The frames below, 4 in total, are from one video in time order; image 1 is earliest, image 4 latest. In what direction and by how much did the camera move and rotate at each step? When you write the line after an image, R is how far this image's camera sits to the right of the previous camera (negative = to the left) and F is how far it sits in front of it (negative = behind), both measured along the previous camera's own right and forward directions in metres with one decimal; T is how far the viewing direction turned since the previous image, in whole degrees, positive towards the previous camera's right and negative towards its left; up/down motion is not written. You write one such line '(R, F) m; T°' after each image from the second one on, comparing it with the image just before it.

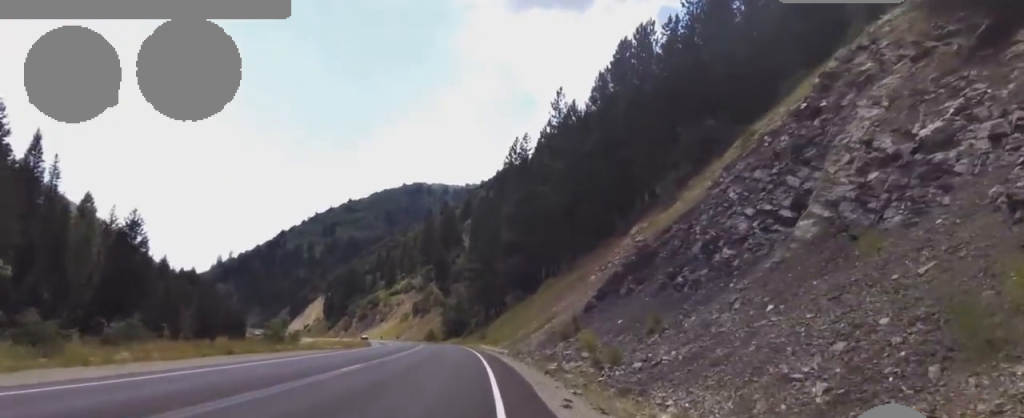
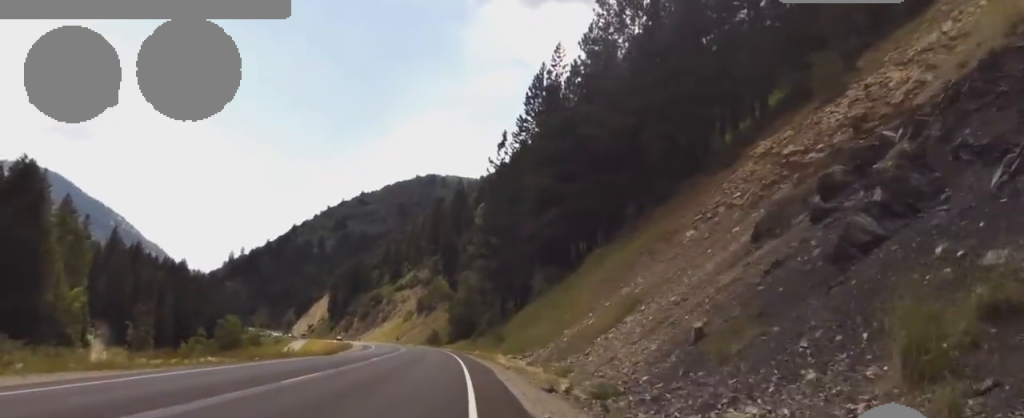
(-3.1, +27.8) m; -7°
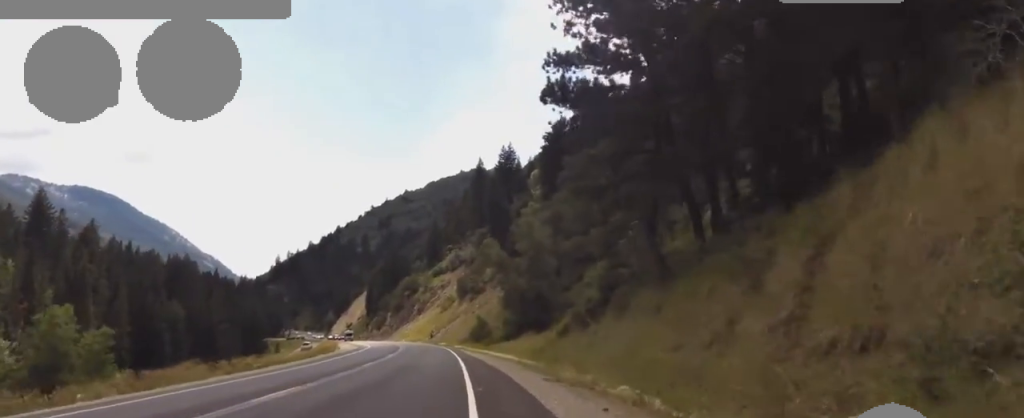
(-3.2, +50.8) m; -4°
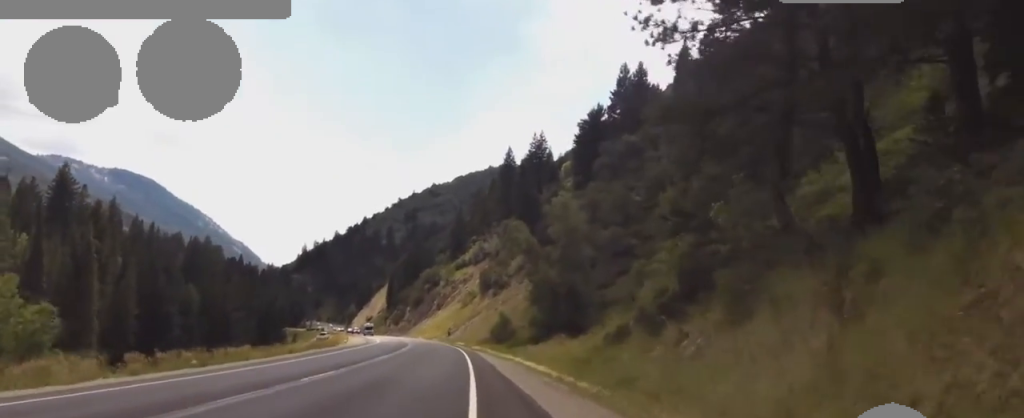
(+1.1, +9.6) m; 0°
